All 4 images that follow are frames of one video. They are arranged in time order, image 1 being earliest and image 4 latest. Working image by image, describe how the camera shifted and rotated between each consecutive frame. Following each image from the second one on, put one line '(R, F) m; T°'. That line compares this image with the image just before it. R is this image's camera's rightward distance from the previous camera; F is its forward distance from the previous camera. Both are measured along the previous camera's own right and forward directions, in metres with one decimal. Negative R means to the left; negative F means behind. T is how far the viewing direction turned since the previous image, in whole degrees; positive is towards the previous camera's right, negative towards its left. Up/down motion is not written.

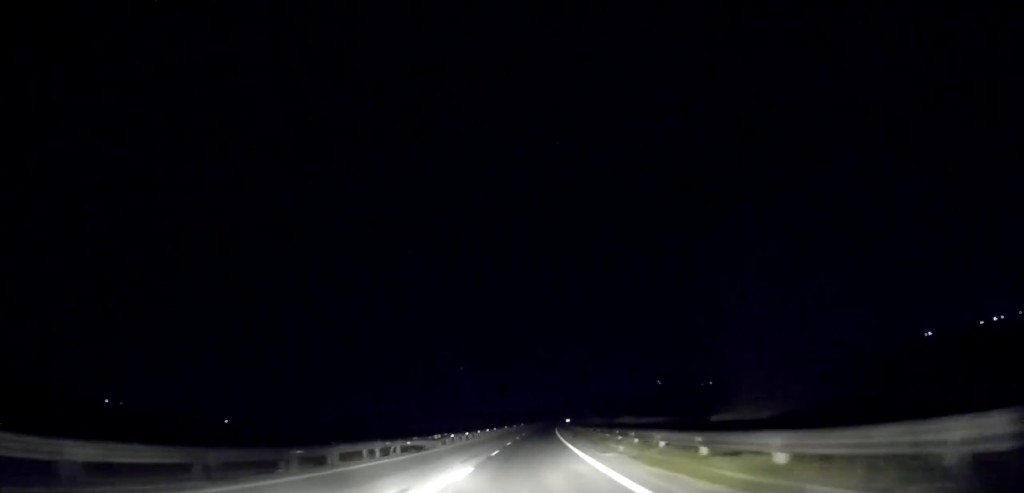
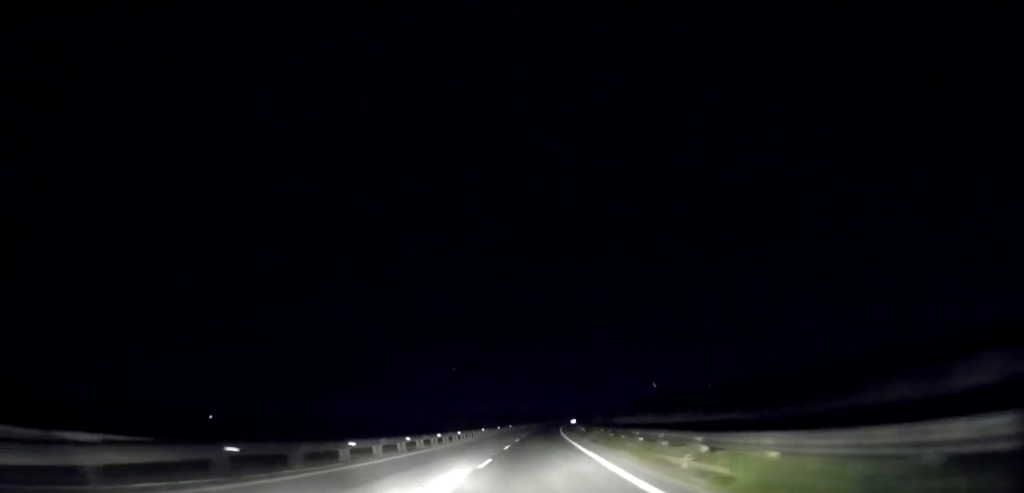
(+0.3, +31.1) m; +1°
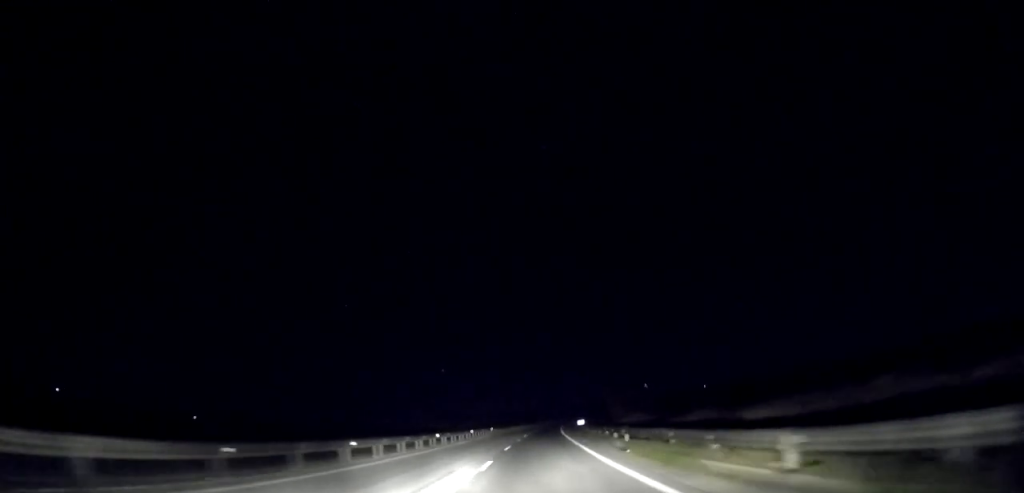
(+0.1, +24.1) m; +1°
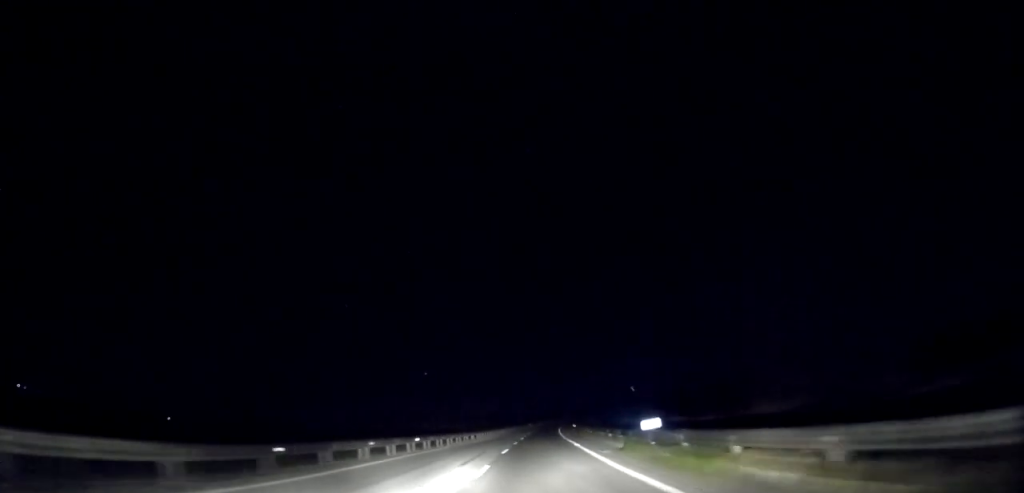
(+0.7, +36.8) m; +2°
